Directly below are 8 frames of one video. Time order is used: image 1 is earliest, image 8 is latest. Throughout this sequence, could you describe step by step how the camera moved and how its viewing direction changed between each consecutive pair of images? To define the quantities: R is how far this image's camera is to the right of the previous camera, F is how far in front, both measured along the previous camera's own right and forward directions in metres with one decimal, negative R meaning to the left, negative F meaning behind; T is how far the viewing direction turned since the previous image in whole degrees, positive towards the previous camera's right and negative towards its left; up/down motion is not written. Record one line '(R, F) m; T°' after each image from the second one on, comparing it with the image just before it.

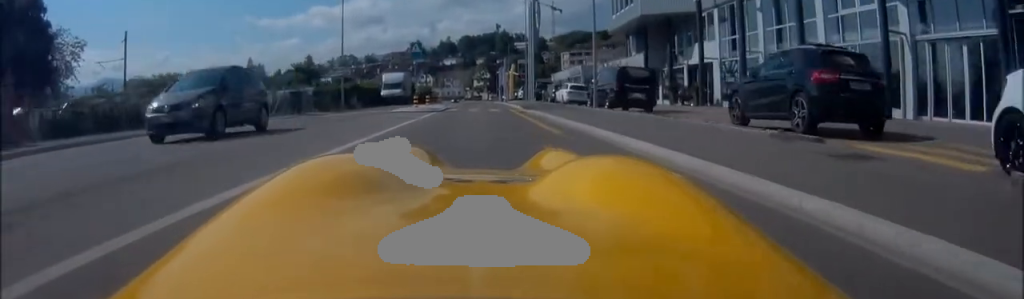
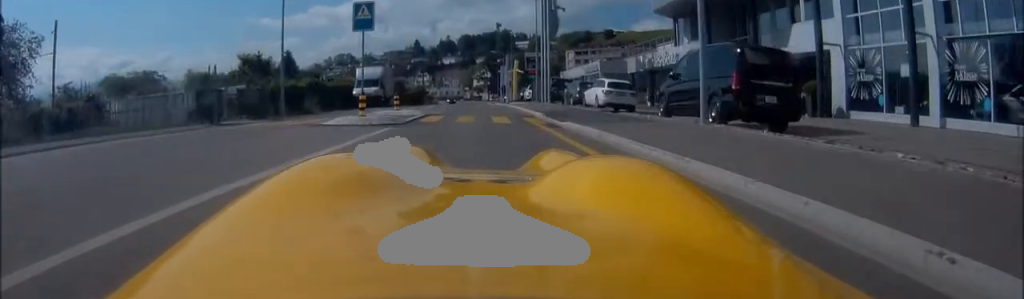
(-0.1, +11.3) m; 0°
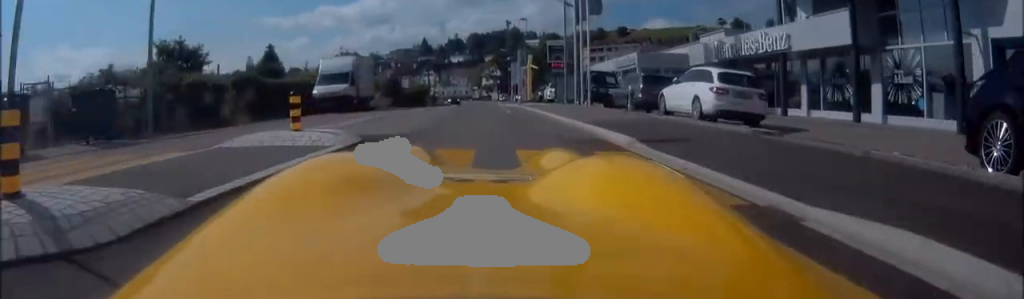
(0.0, +11.6) m; +1°
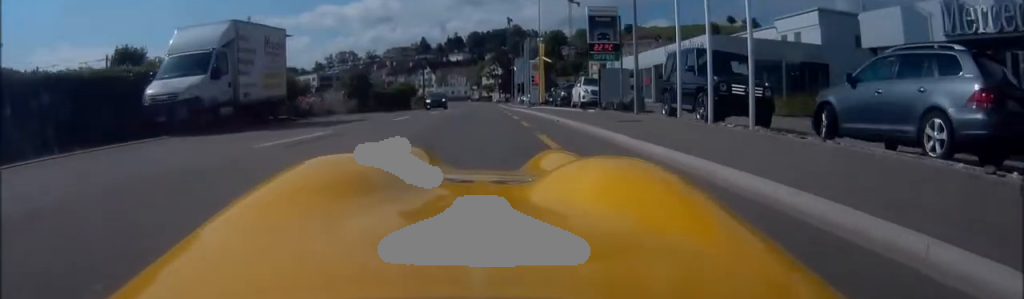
(+0.1, +15.6) m; 0°
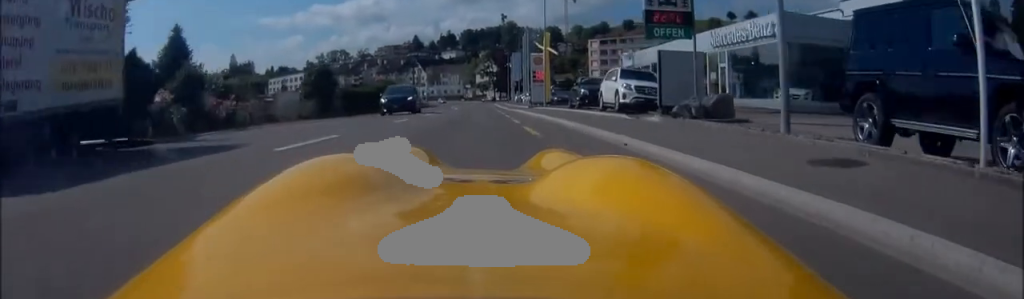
(-0.1, +9.4) m; 0°
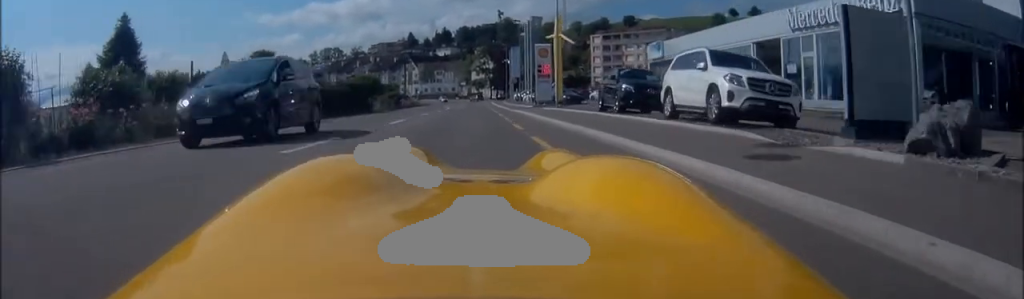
(0.0, +9.0) m; 0°
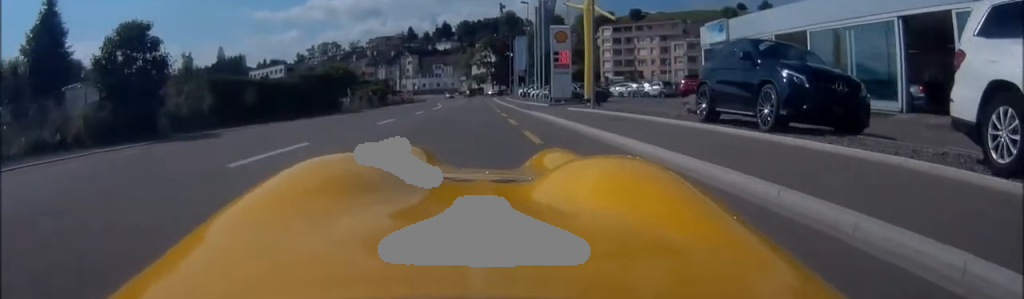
(0.0, +10.7) m; 0°
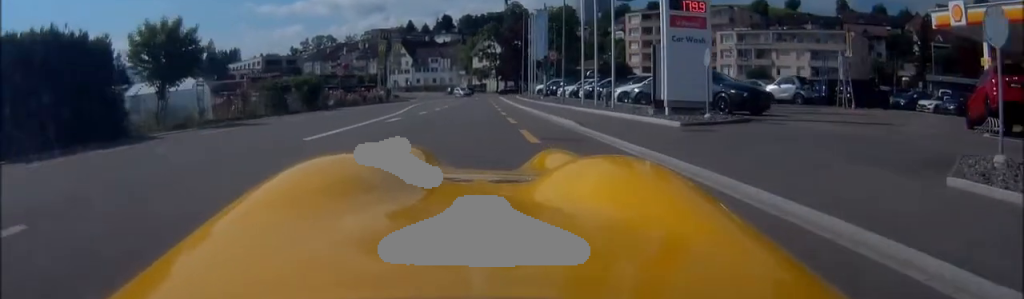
(+0.1, +23.9) m; +1°
